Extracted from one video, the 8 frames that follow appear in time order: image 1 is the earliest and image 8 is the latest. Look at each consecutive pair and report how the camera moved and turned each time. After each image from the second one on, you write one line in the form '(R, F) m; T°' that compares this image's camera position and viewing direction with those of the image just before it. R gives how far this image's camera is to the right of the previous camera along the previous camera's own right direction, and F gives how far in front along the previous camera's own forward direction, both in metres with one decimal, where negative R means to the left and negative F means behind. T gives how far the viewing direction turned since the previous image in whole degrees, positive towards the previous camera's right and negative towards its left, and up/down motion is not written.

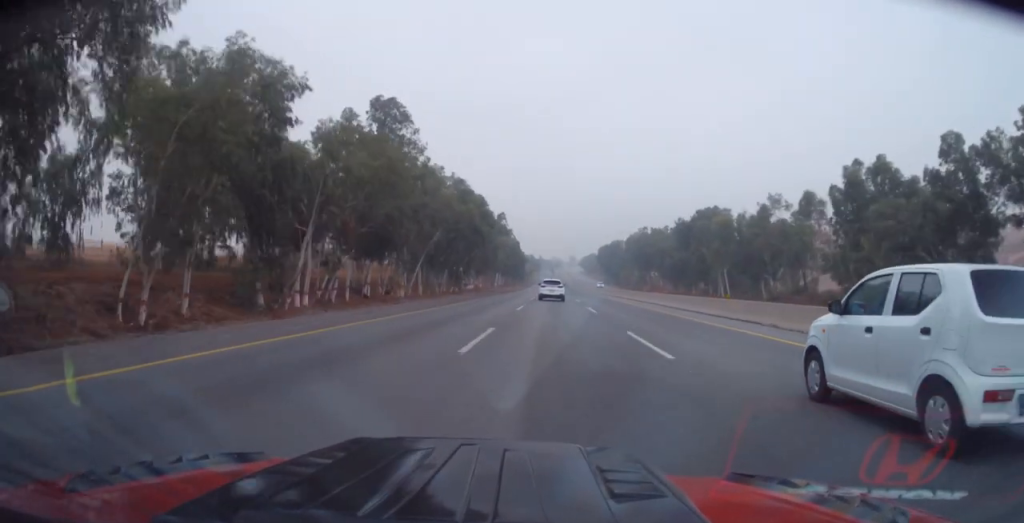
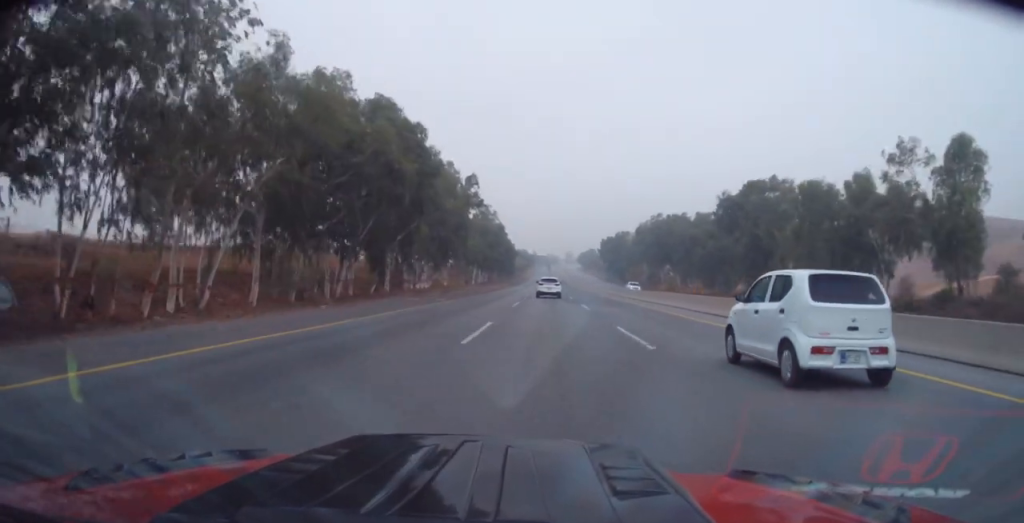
(0.0, +35.1) m; -1°
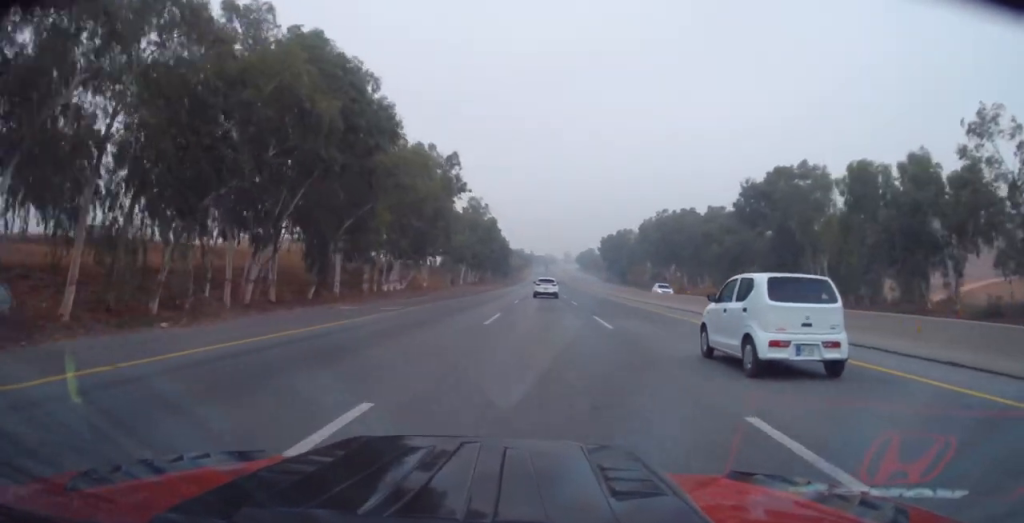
(-0.1, +13.0) m; 0°
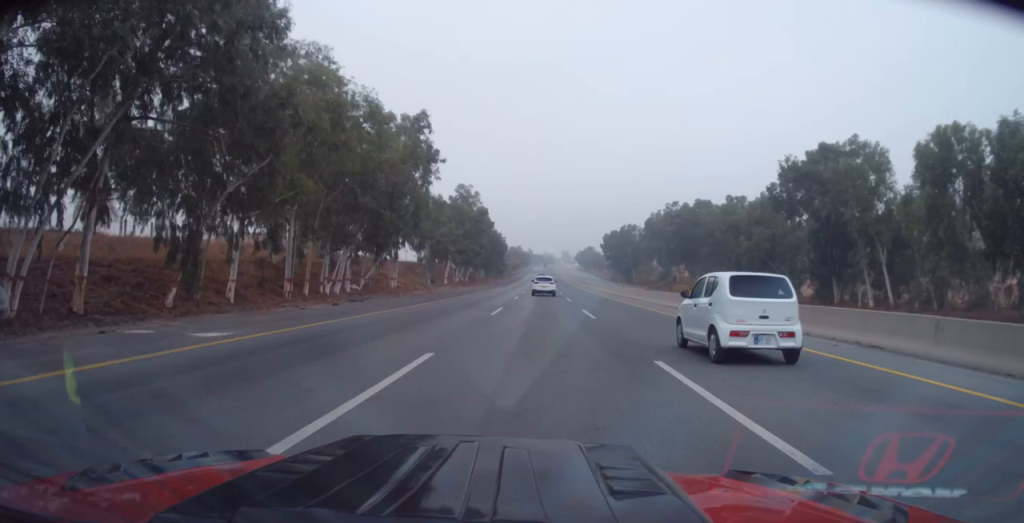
(-0.1, +14.0) m; 0°
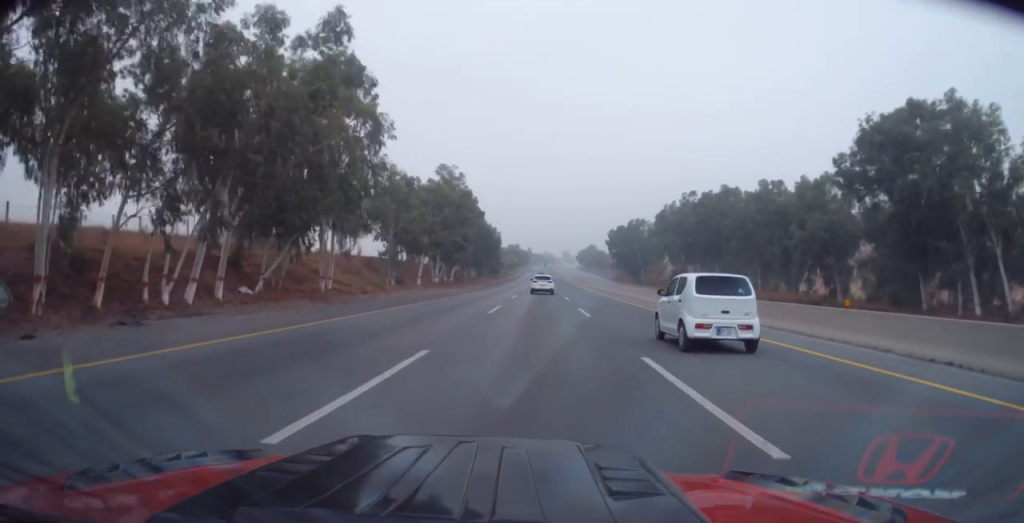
(+0.1, +17.7) m; 0°
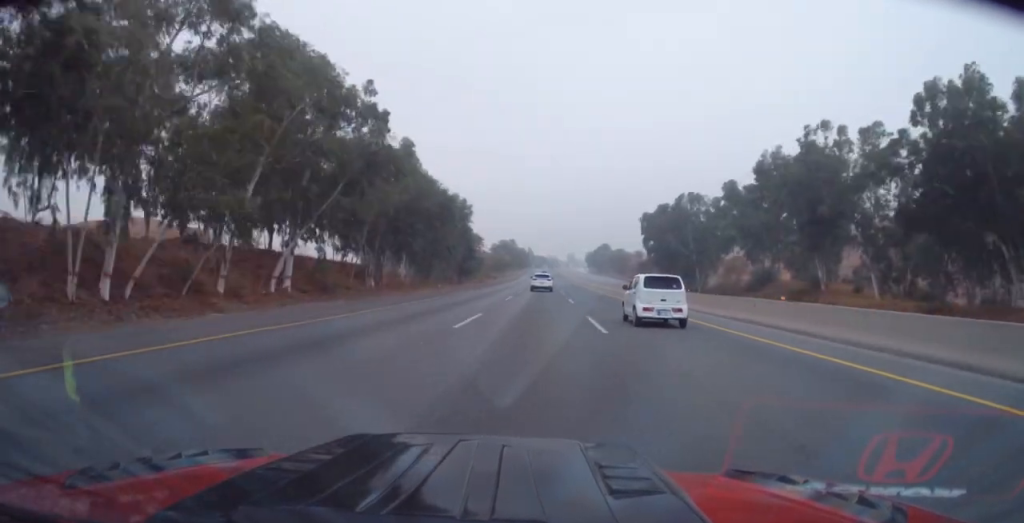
(+0.3, +61.7) m; 0°
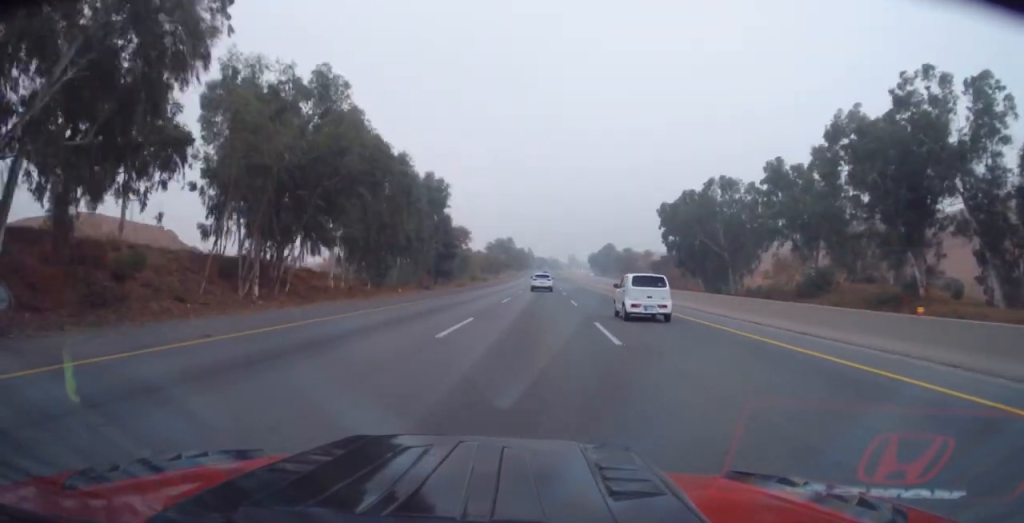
(0.0, +20.7) m; -1°
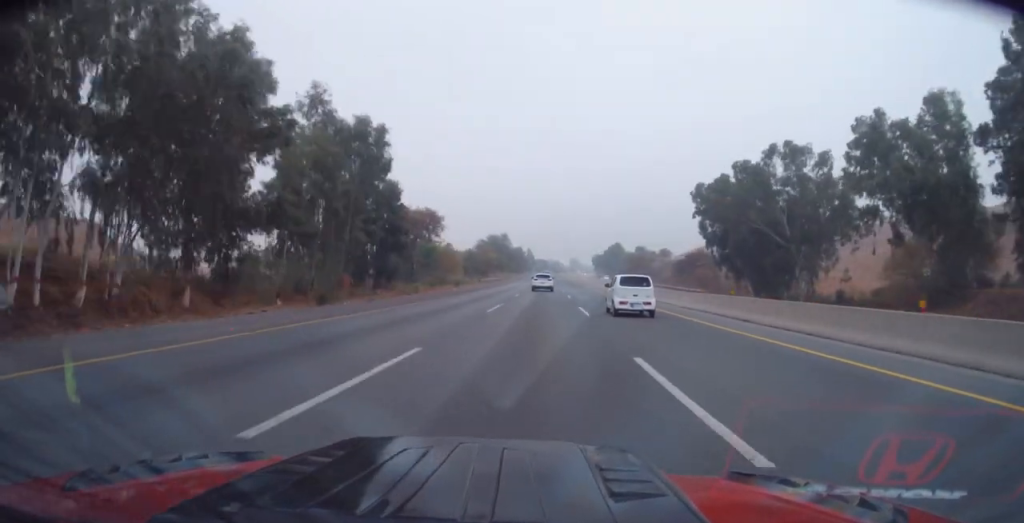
(-0.5, +26.4) m; 0°
